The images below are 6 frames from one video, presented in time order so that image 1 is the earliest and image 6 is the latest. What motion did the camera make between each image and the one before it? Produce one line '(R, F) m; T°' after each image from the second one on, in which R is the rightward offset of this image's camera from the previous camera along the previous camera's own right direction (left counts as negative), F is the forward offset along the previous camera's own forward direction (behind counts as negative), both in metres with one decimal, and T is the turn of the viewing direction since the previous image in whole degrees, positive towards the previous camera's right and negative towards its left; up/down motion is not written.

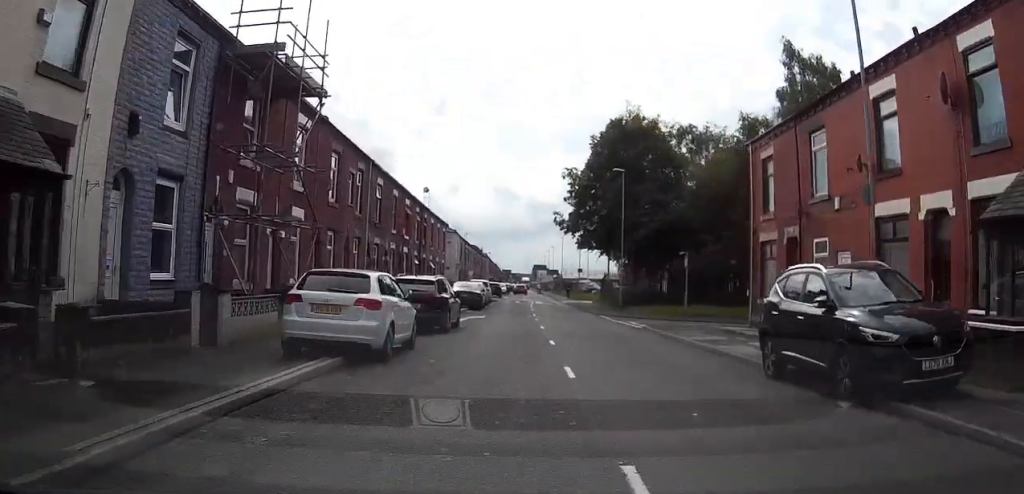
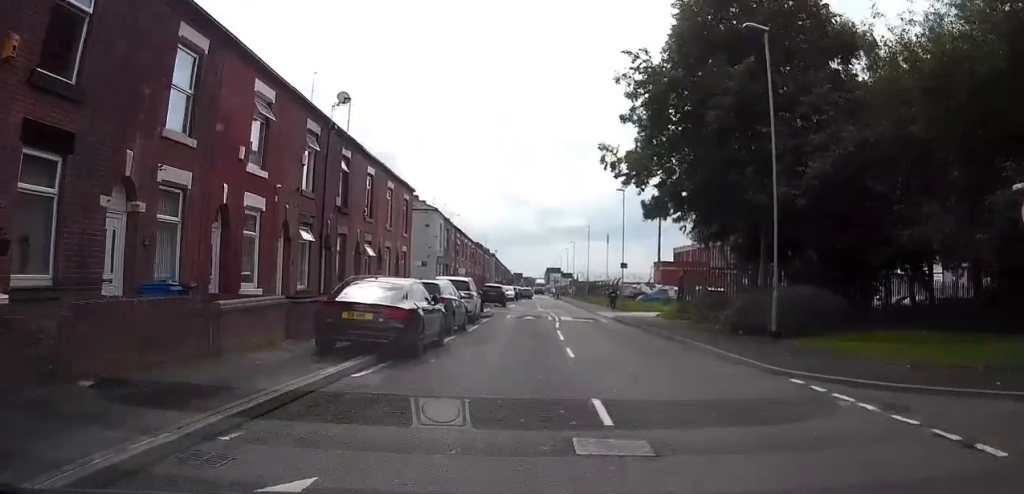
(+0.7, +23.9) m; +4°
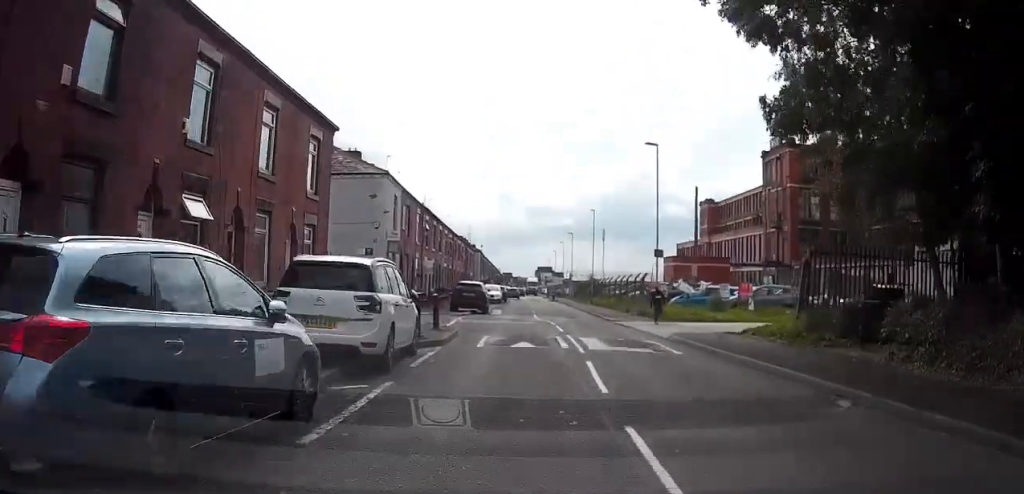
(+0.5, +18.4) m; +2°
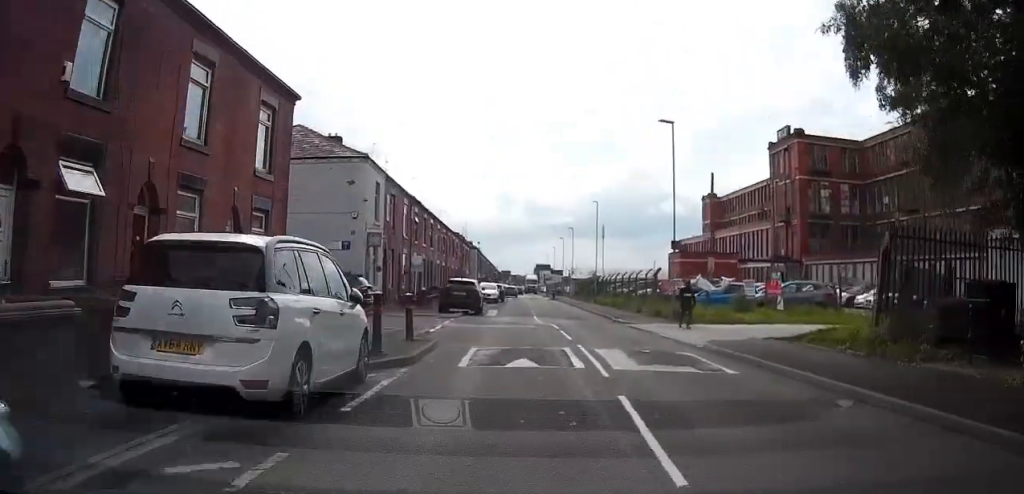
(0.0, +5.1) m; 0°
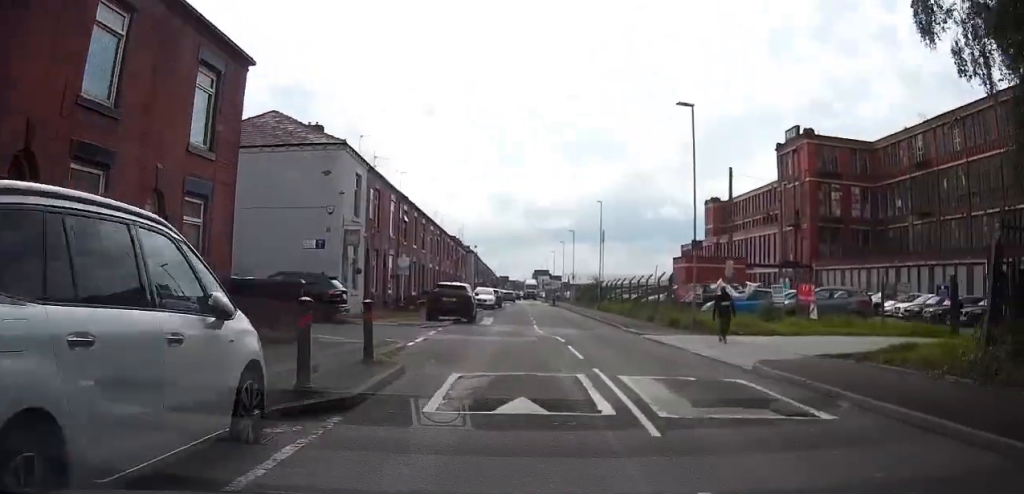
(0.0, +4.7) m; 0°
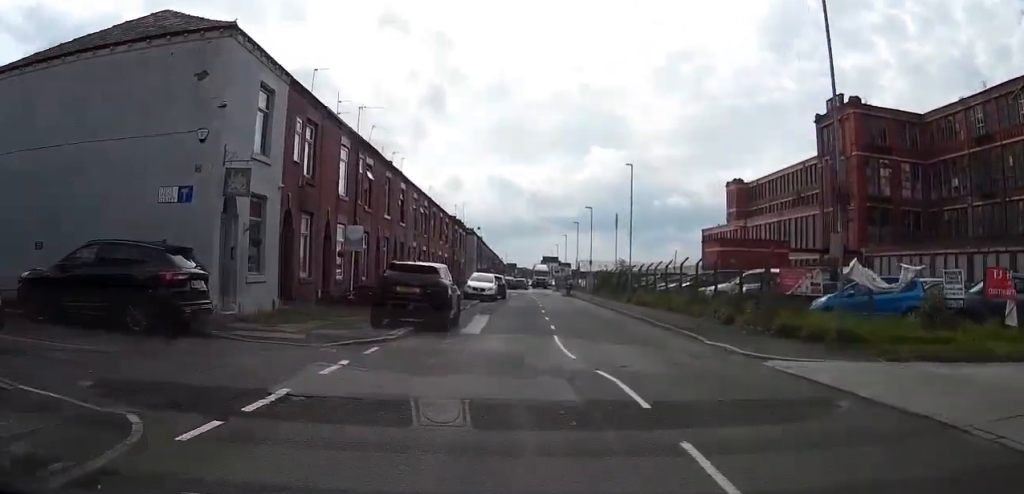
(-0.1, +15.1) m; 0°
